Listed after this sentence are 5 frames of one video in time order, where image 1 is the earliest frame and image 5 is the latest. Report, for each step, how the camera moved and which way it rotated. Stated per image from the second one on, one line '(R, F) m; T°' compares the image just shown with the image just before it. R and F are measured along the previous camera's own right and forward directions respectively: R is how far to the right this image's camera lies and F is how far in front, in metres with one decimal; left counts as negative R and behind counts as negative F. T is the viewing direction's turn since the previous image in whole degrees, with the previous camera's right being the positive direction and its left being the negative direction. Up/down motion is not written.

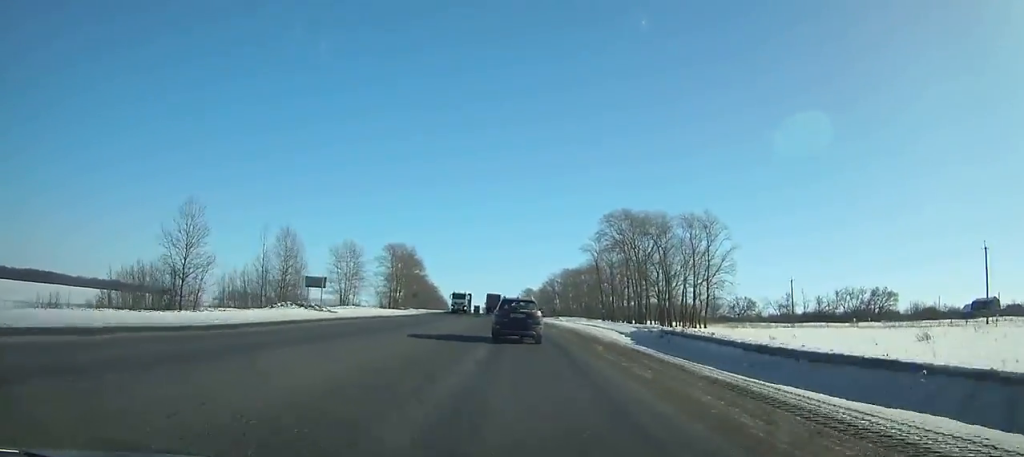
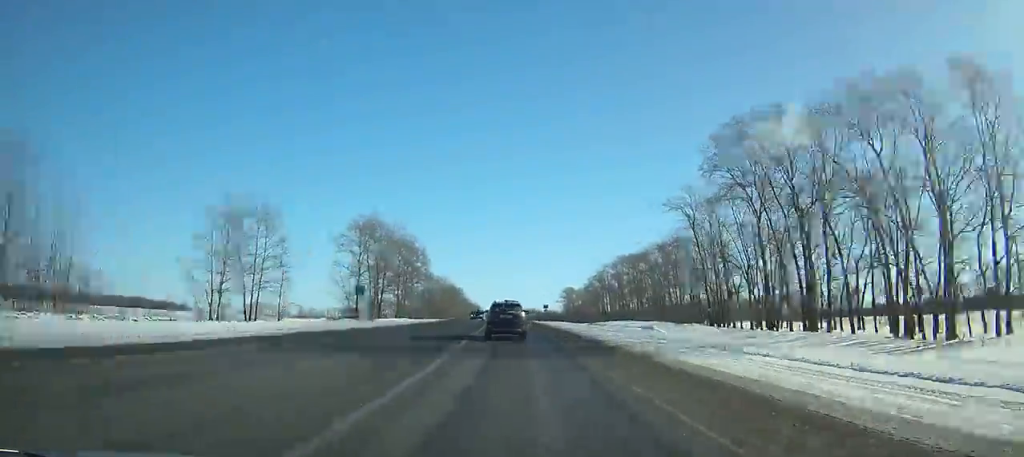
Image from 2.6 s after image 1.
(-0.7, +51.2) m; -3°
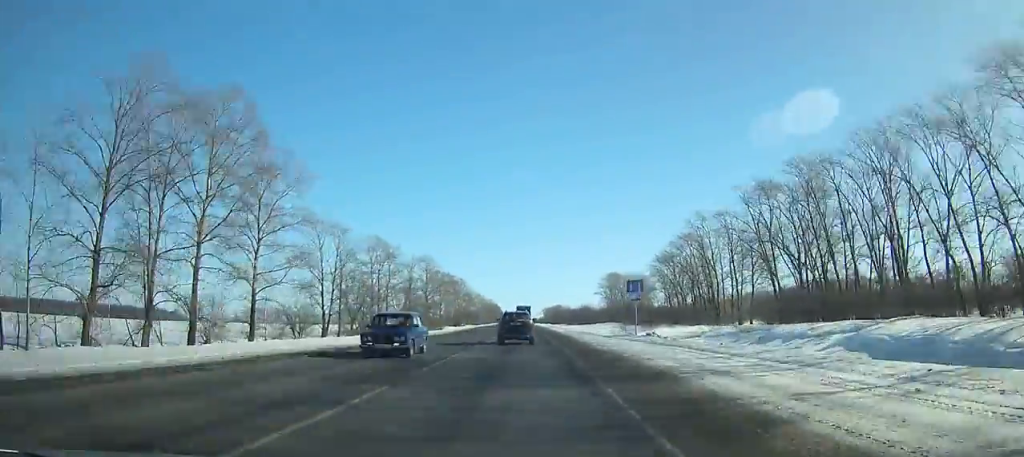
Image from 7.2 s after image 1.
(-3.3, +91.3) m; -2°
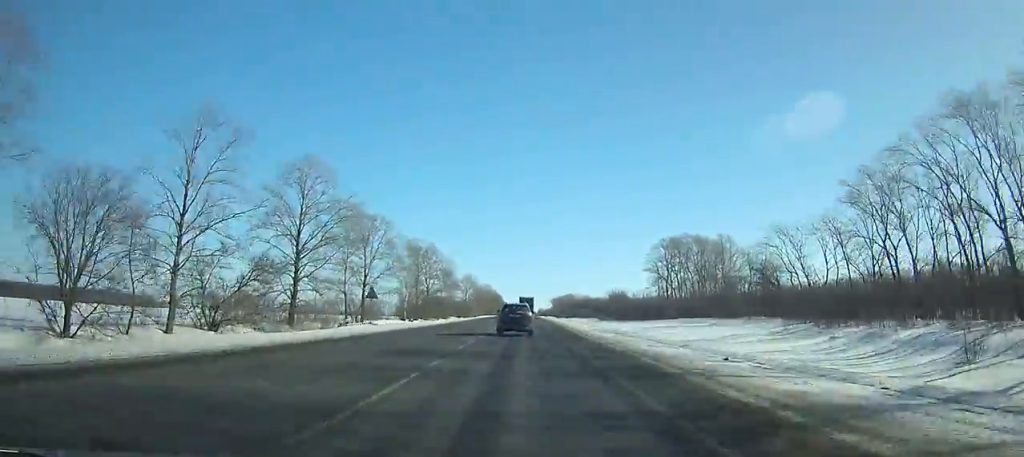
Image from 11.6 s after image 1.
(-0.6, +88.6) m; -1°
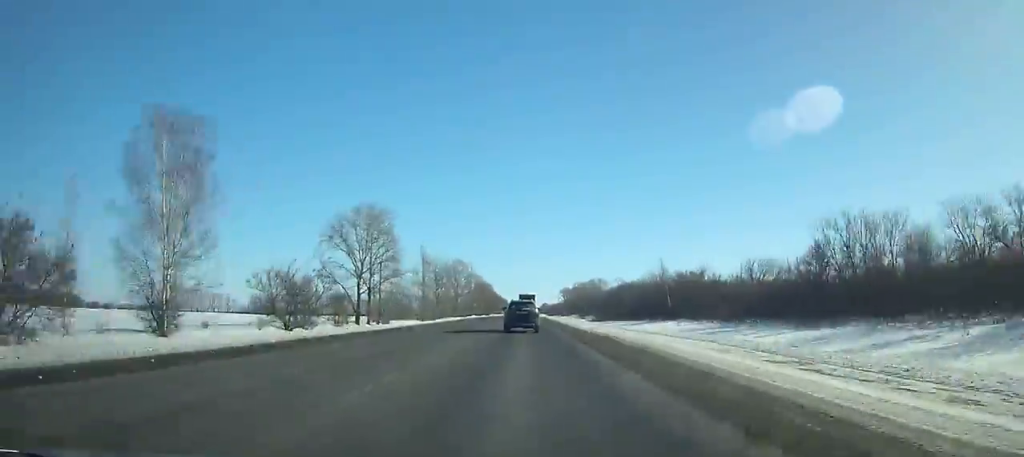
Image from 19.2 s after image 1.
(-1.0, +157.0) m; -1°
